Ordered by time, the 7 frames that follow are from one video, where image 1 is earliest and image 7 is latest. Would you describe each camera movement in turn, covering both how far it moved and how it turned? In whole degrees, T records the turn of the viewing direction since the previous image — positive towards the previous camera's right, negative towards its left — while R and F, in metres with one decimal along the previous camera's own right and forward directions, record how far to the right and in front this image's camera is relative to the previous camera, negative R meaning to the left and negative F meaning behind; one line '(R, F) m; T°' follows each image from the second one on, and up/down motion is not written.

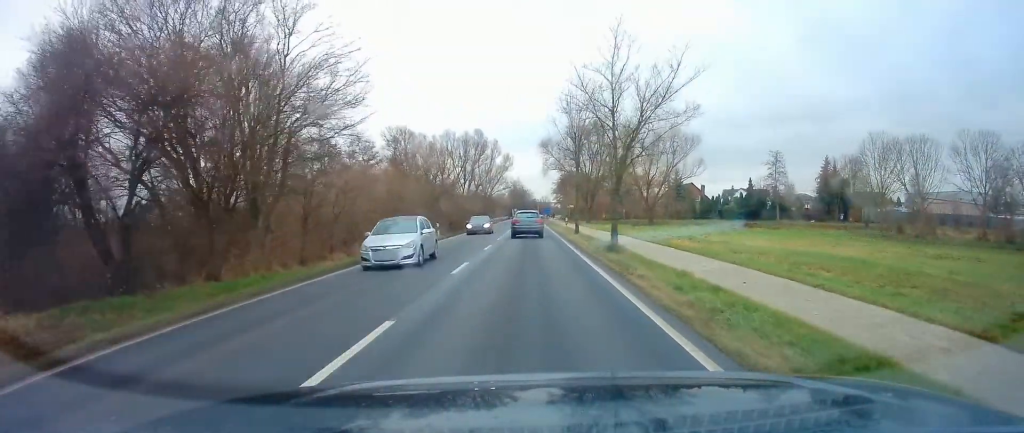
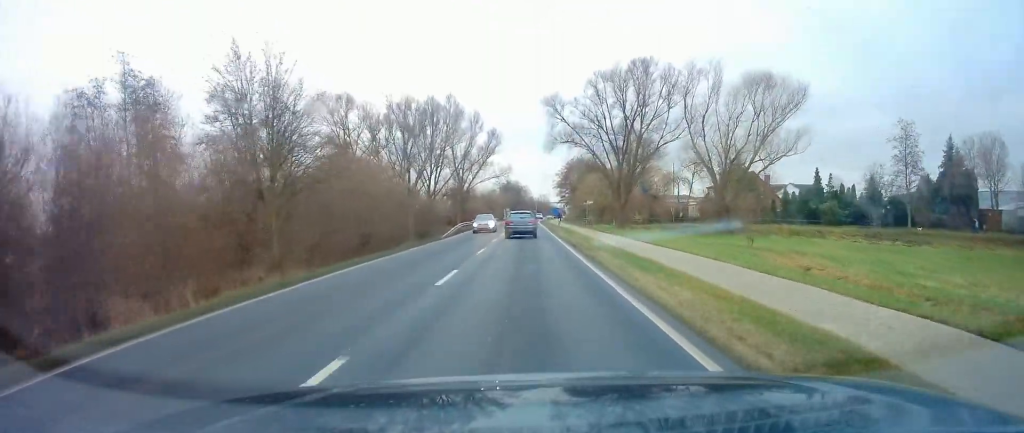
(0.0, +38.2) m; 0°
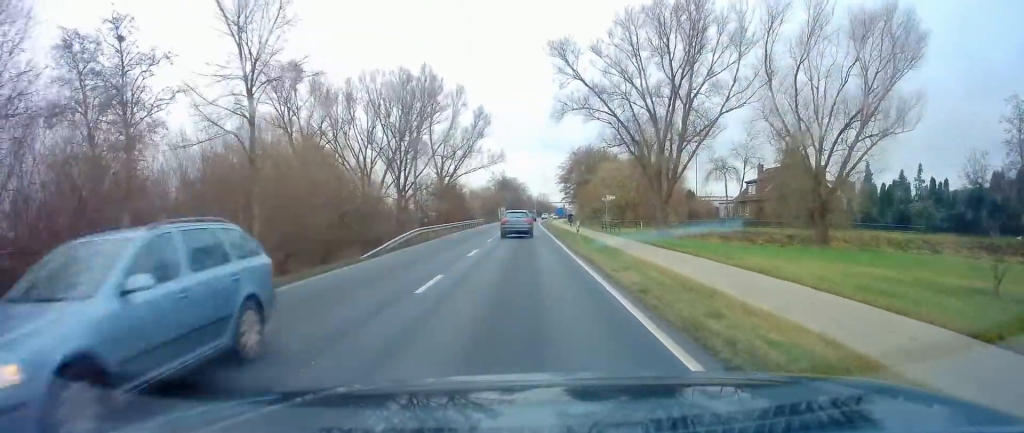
(-0.1, +19.1) m; -1°
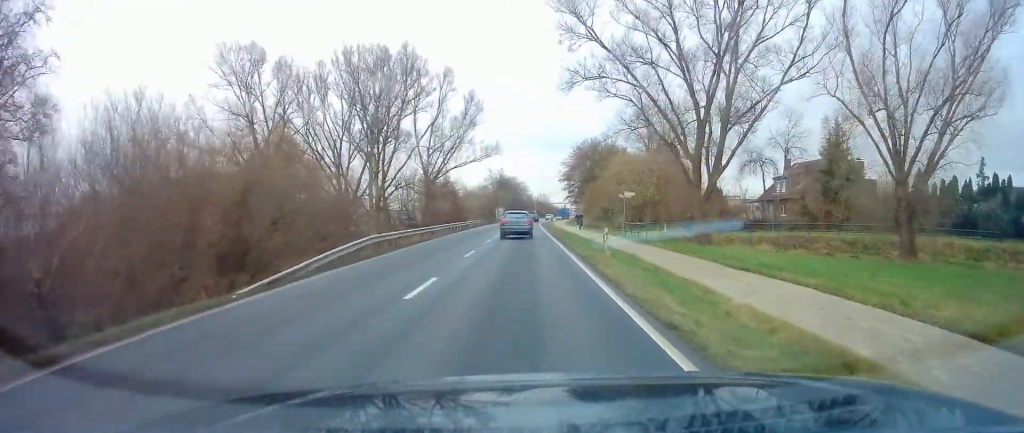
(0.0, +9.6) m; 0°
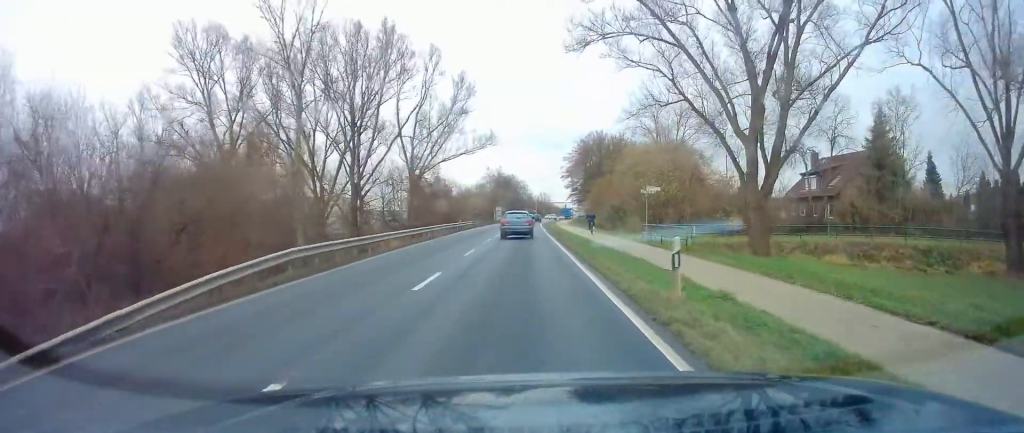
(-0.1, +8.0) m; +1°
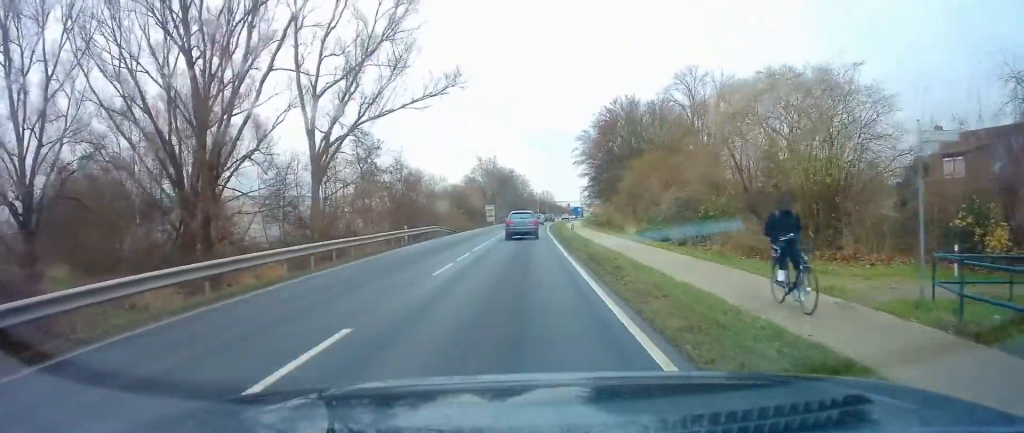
(+0.5, +24.7) m; 0°
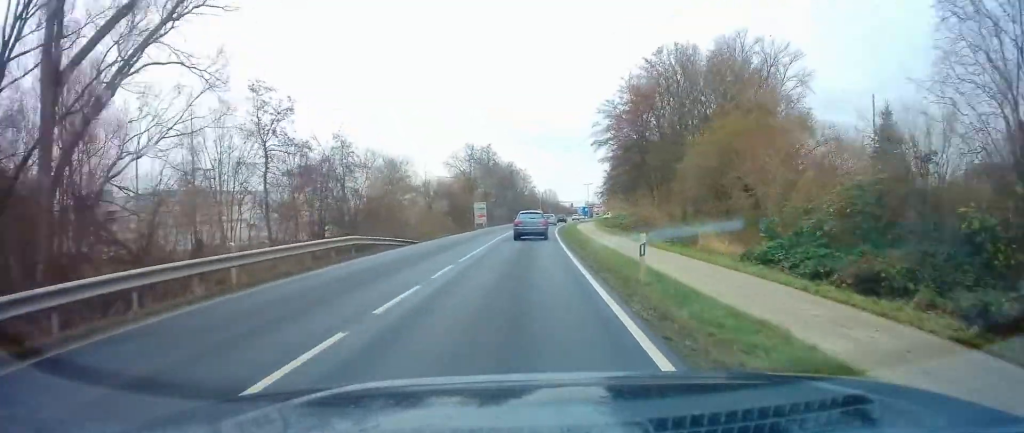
(-0.5, +18.8) m; -1°
